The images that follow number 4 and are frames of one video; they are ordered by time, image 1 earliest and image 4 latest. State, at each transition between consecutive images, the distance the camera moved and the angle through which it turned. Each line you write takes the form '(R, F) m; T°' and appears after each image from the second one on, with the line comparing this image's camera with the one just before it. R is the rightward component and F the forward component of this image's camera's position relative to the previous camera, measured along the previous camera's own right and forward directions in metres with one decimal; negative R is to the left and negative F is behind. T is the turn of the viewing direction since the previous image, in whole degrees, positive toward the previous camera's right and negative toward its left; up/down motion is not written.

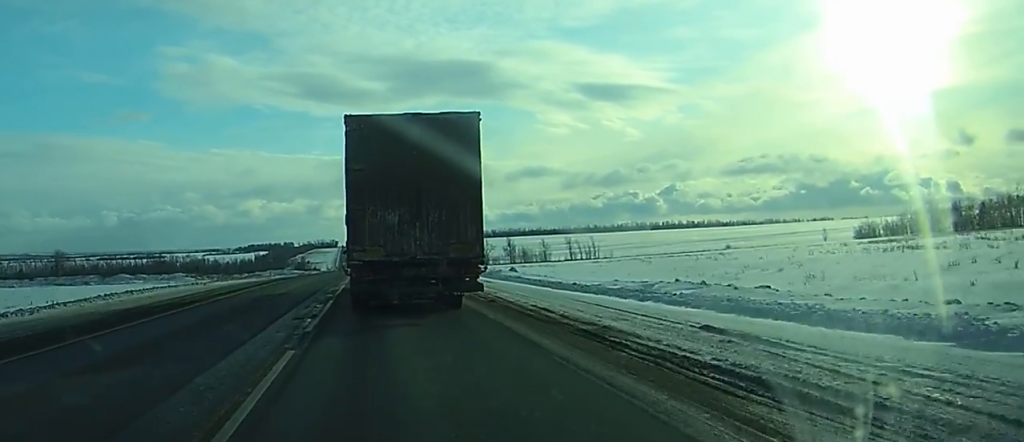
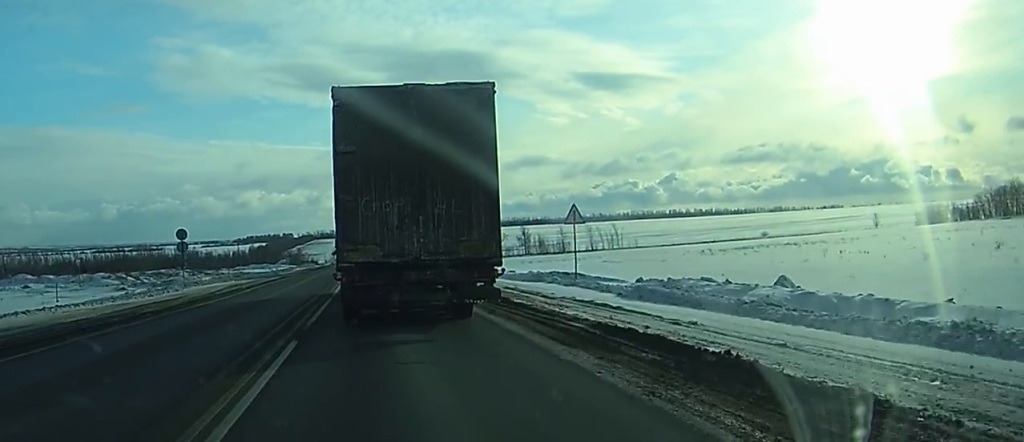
(+0.9, +46.0) m; +2°
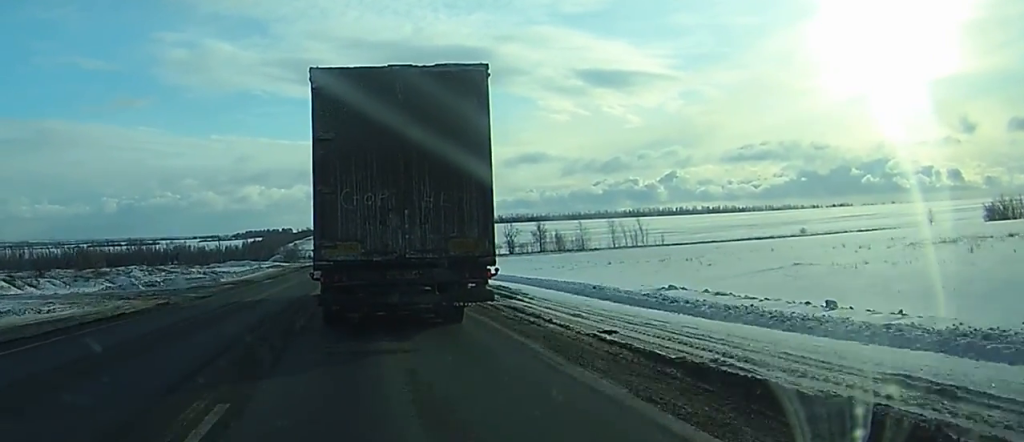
(-0.3, +41.5) m; -1°
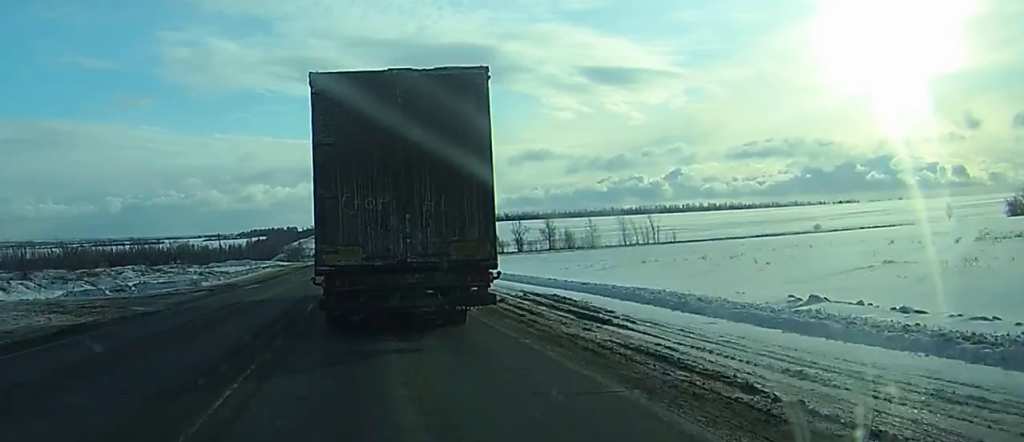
(0.0, +9.2) m; 0°
